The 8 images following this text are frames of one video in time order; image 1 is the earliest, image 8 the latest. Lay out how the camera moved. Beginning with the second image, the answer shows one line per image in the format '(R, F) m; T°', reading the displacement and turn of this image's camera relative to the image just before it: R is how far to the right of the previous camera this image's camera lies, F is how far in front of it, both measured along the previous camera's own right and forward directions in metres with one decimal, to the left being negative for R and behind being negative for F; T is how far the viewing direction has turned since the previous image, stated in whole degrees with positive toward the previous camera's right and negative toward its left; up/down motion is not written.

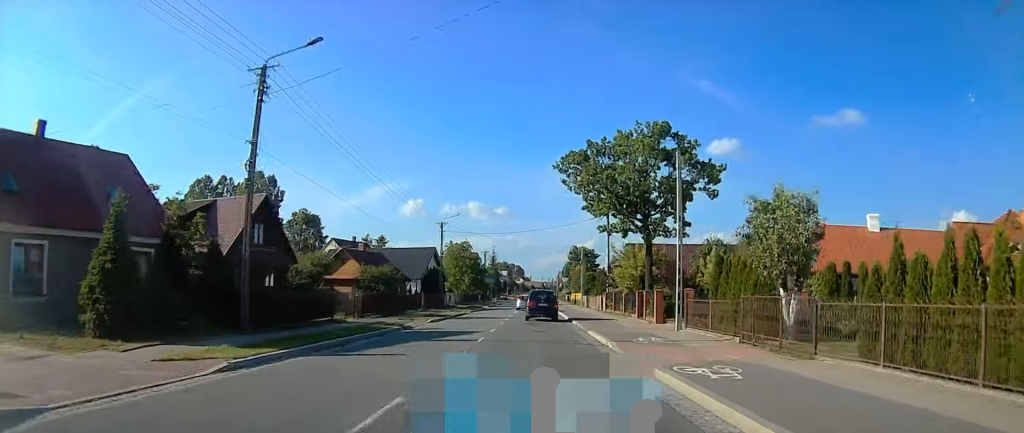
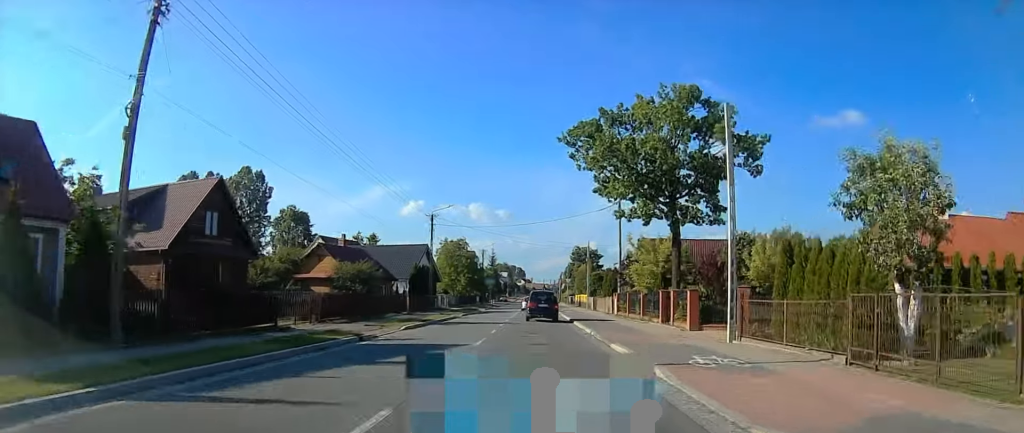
(+0.3, +5.6) m; +1°
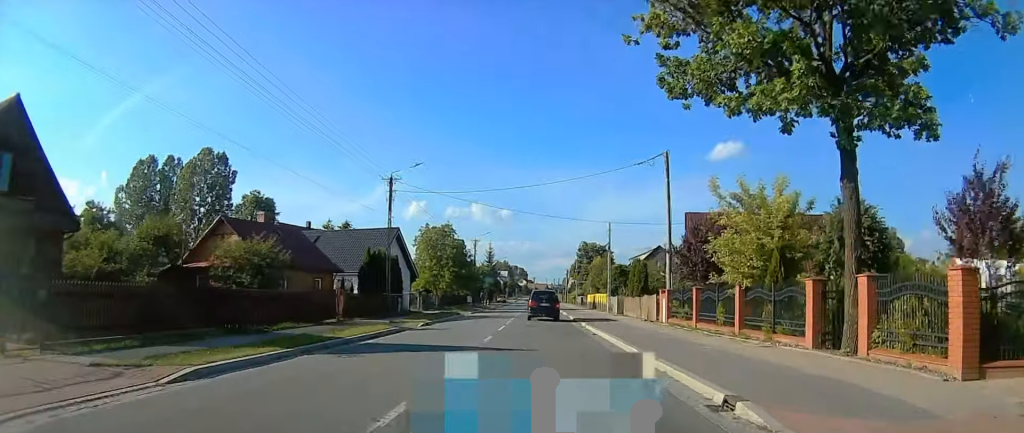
(-0.5, +14.7) m; -4°
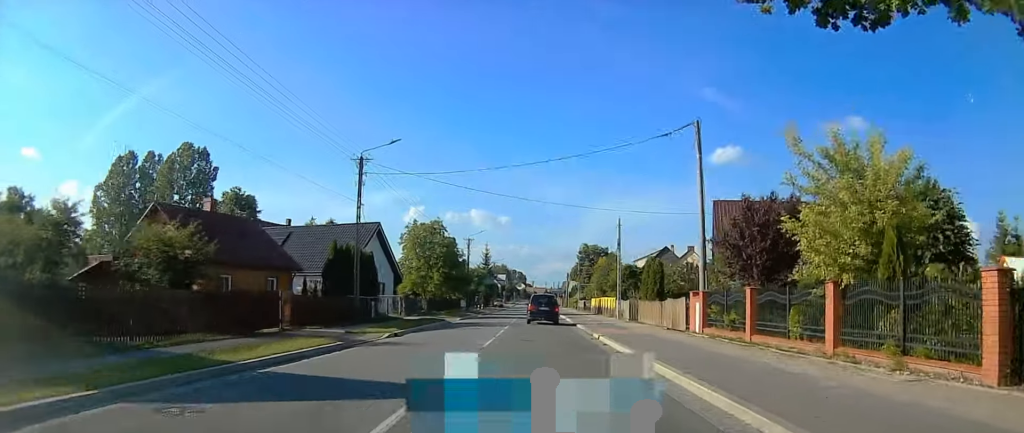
(-0.1, +6.6) m; -1°
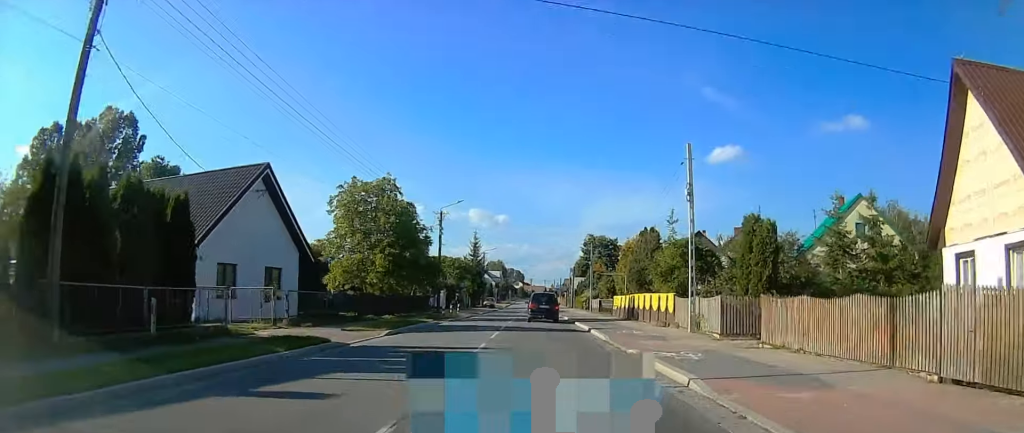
(0.0, +20.6) m; +1°
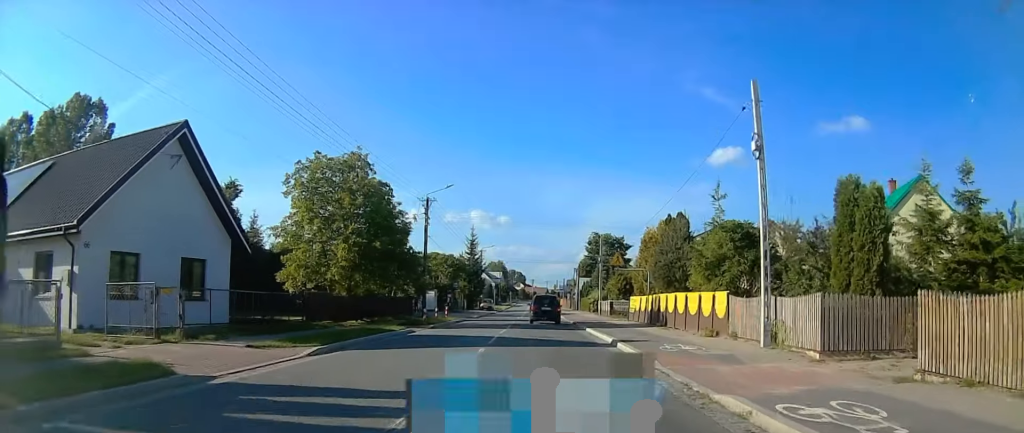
(+0.1, +7.5) m; +1°
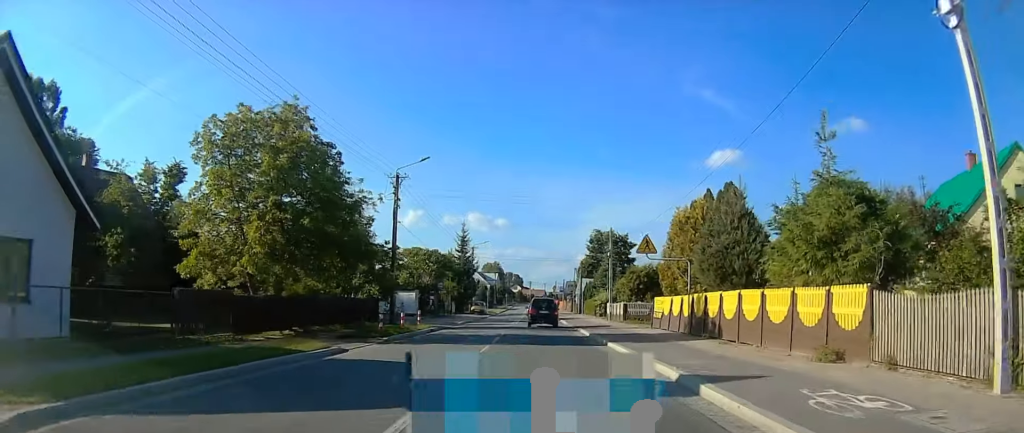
(+0.2, +9.8) m; 0°
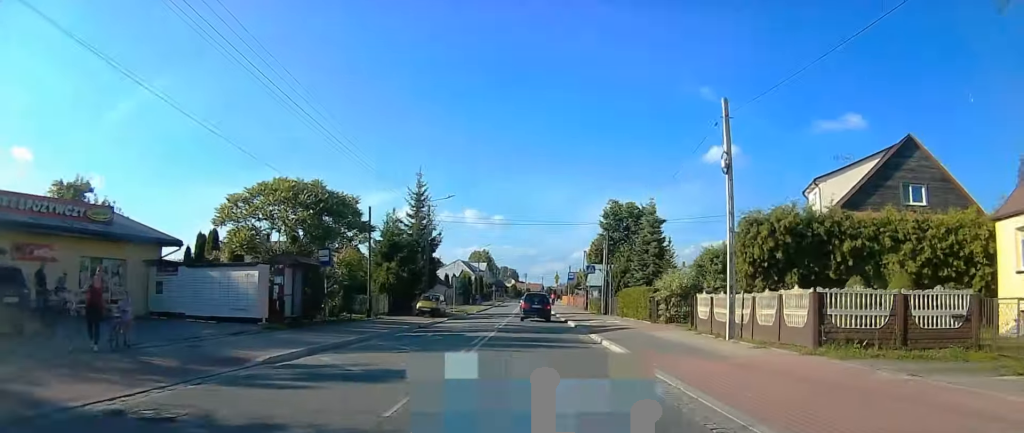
(-0.5, +32.2) m; -1°
